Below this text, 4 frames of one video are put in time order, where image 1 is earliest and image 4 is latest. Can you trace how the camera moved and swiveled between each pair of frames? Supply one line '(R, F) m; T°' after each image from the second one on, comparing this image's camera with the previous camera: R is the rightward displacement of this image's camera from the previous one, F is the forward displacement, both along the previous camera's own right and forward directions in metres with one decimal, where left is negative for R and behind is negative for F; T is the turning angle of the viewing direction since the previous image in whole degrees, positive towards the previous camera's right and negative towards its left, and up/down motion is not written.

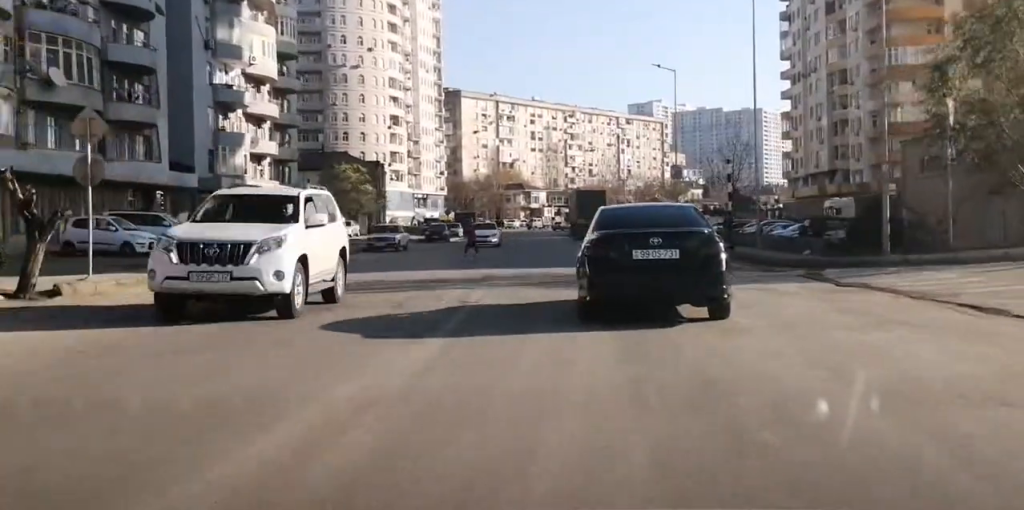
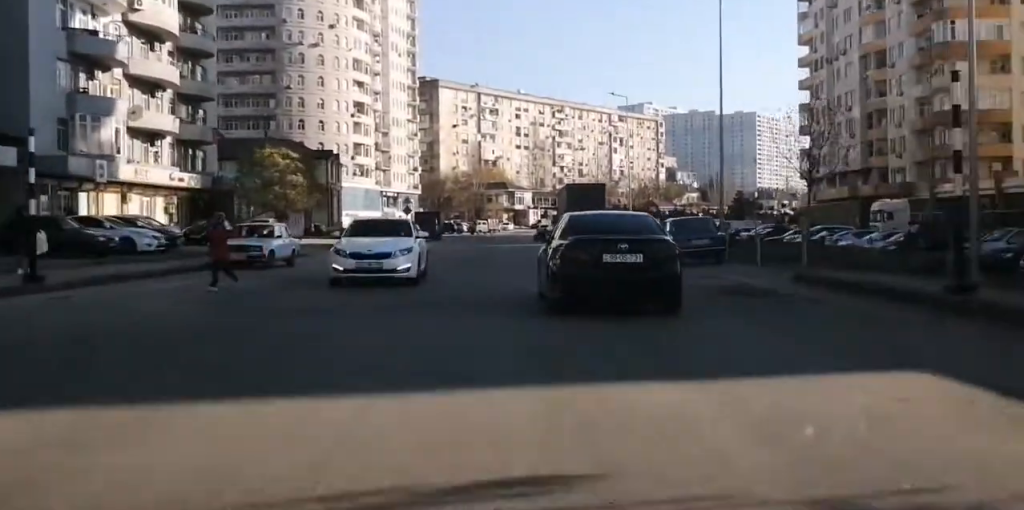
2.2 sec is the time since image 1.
(+0.2, +19.7) m; +3°
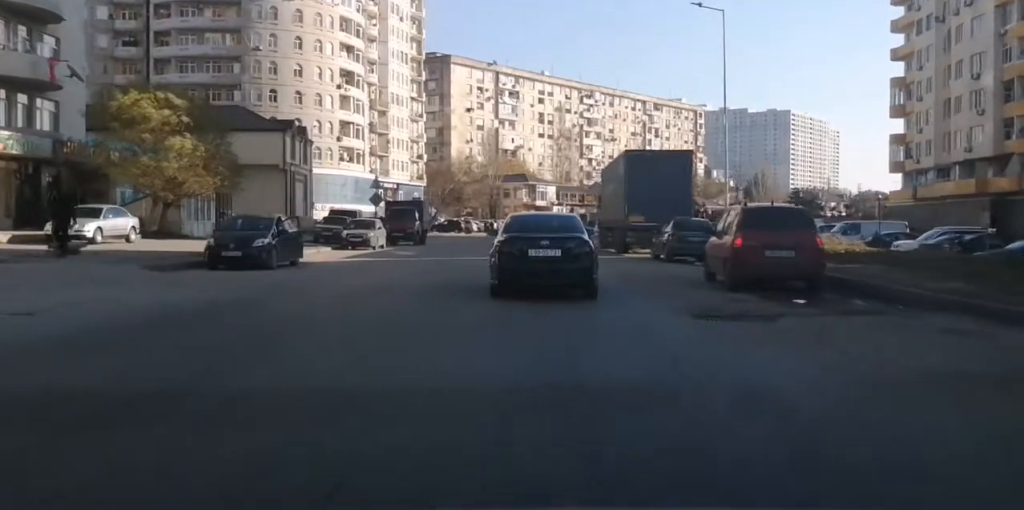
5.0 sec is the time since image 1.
(-0.6, +25.8) m; -3°
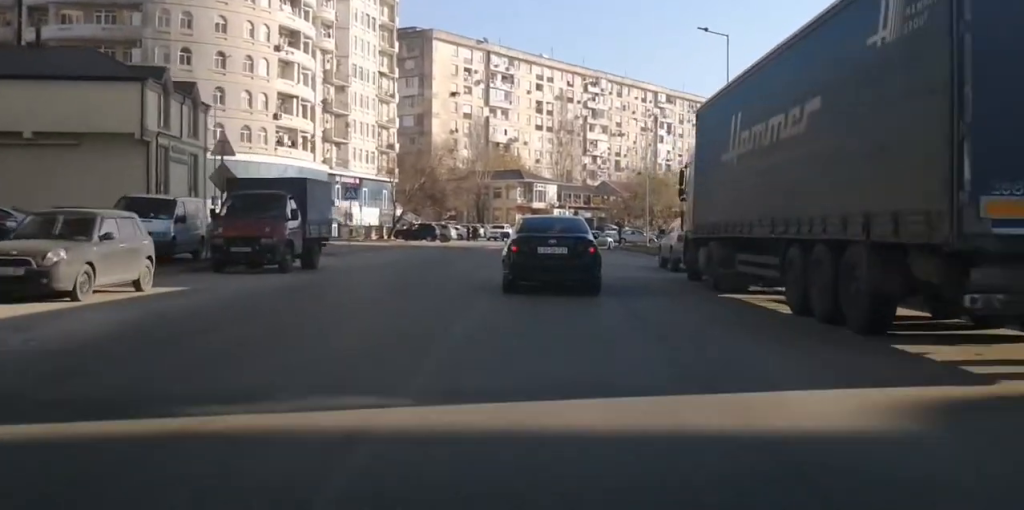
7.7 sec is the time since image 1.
(+0.2, +26.2) m; 0°
